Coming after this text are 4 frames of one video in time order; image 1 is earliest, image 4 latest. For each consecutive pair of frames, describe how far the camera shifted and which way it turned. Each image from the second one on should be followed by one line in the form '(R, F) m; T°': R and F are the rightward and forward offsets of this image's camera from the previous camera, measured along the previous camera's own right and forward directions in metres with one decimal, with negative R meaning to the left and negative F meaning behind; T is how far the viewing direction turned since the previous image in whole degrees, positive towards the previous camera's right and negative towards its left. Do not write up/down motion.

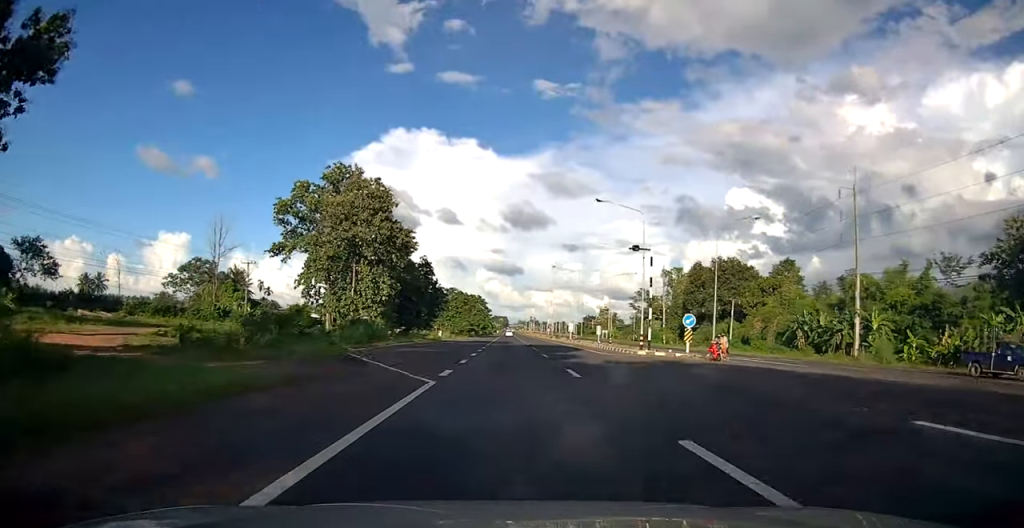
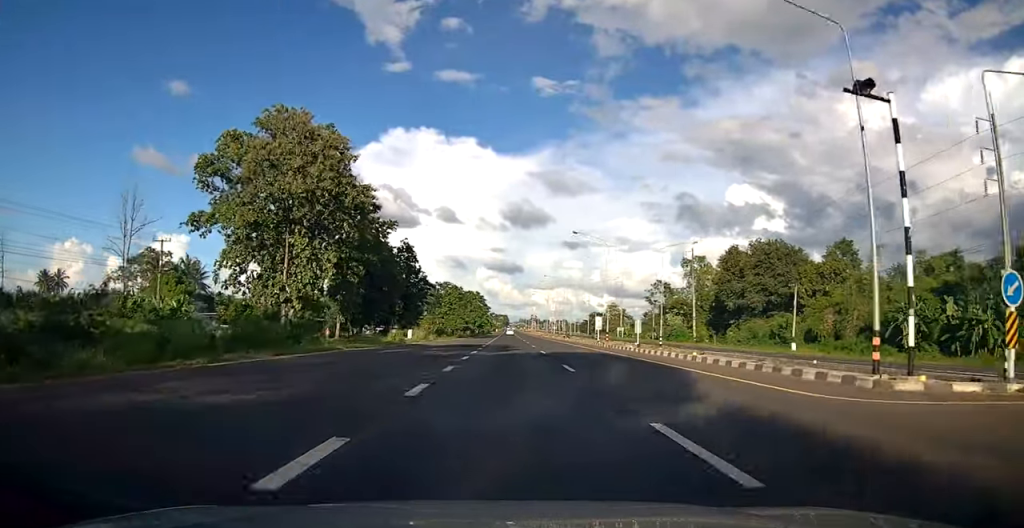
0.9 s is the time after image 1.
(-0.3, +22.9) m; 0°
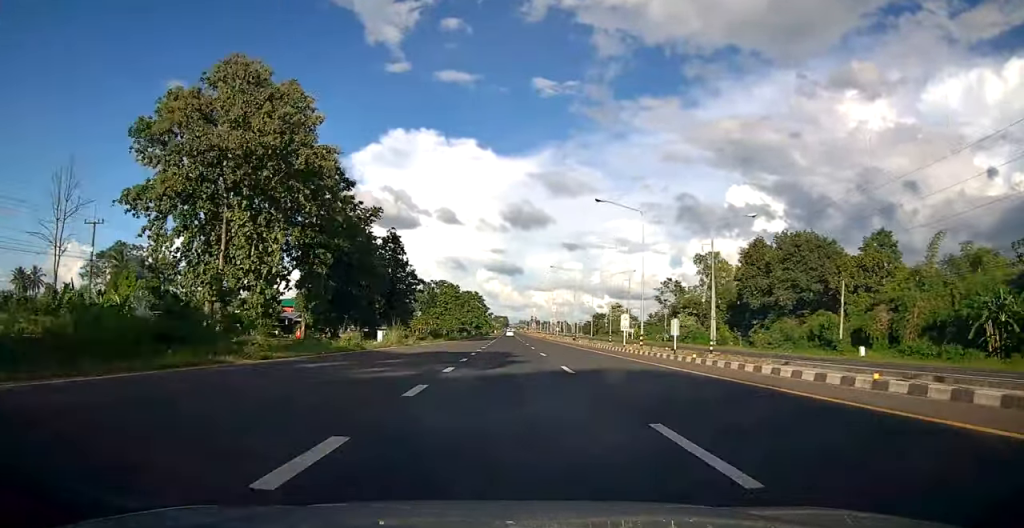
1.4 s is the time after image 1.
(-0.1, +12.0) m; +1°
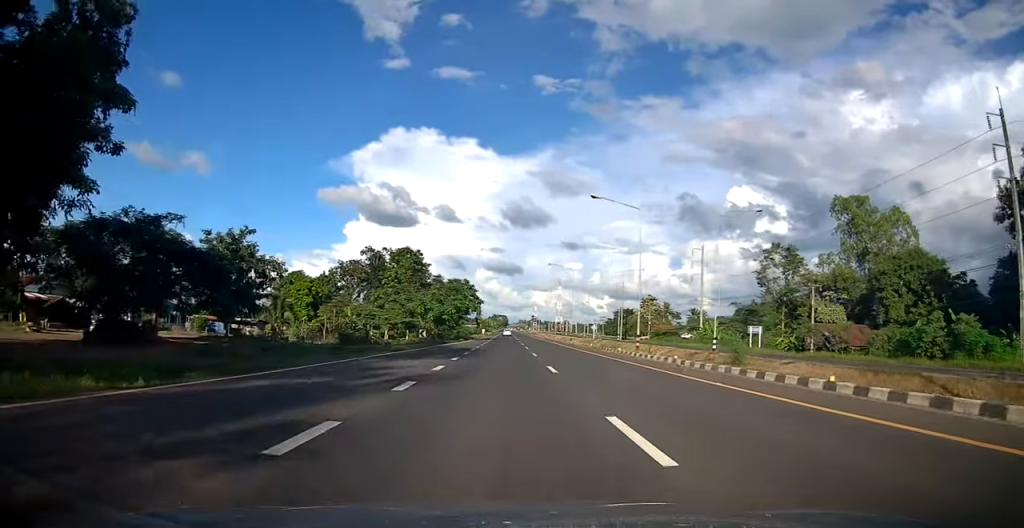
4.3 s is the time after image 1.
(+0.4, +71.2) m; 0°
